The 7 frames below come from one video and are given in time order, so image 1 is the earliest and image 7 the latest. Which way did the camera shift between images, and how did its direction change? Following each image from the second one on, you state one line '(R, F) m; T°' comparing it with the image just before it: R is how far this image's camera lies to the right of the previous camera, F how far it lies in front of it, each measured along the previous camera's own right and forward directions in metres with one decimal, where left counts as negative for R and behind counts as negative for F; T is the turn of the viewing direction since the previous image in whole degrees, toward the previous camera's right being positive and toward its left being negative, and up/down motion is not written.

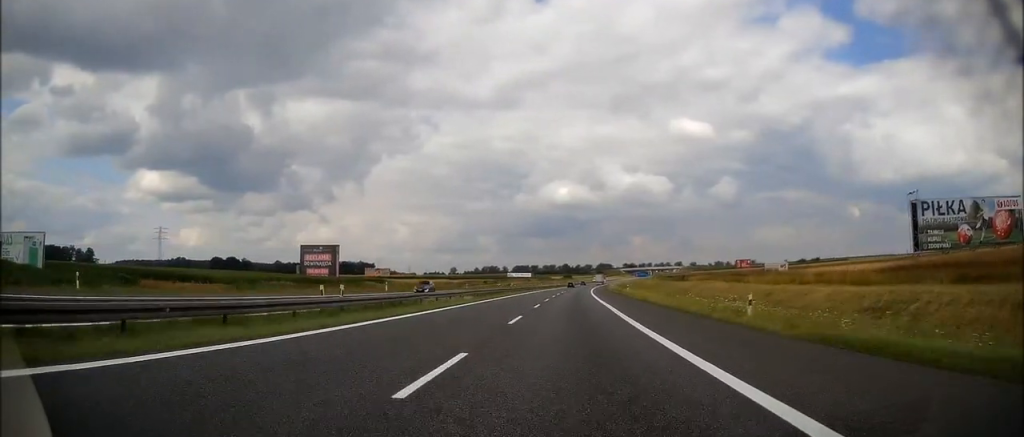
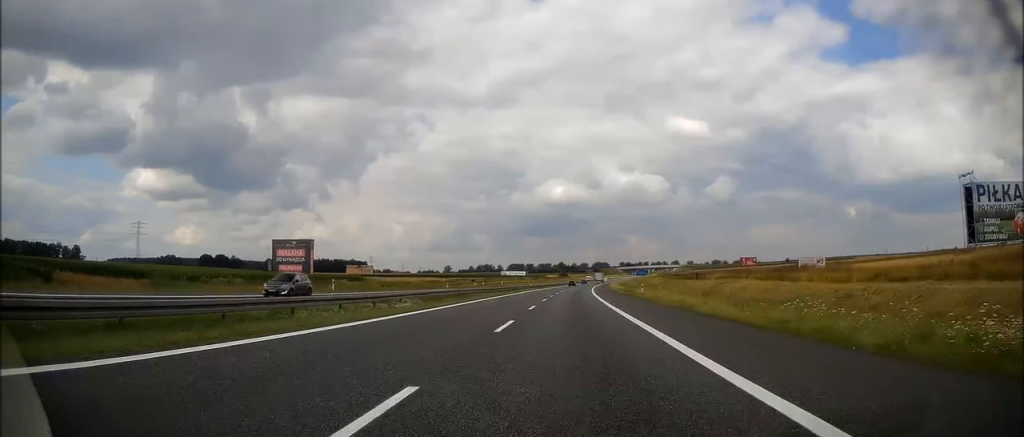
(+0.2, +16.2) m; 0°
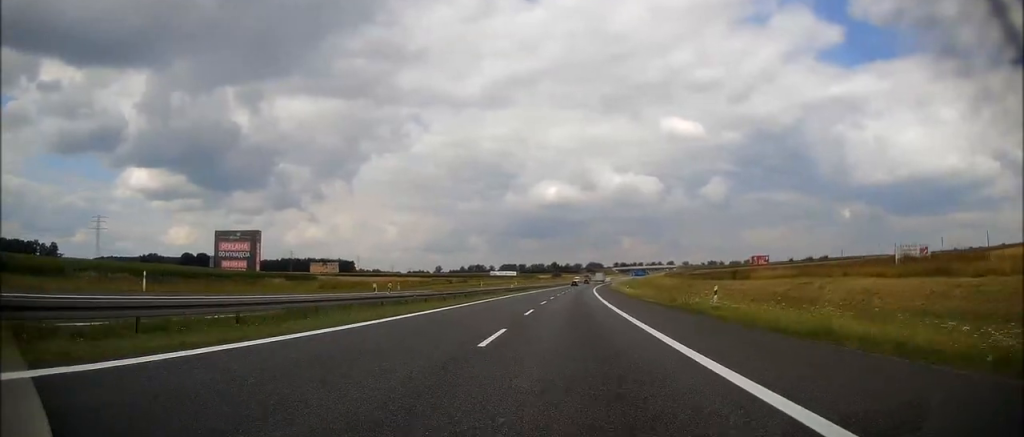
(+0.1, +27.3) m; +1°
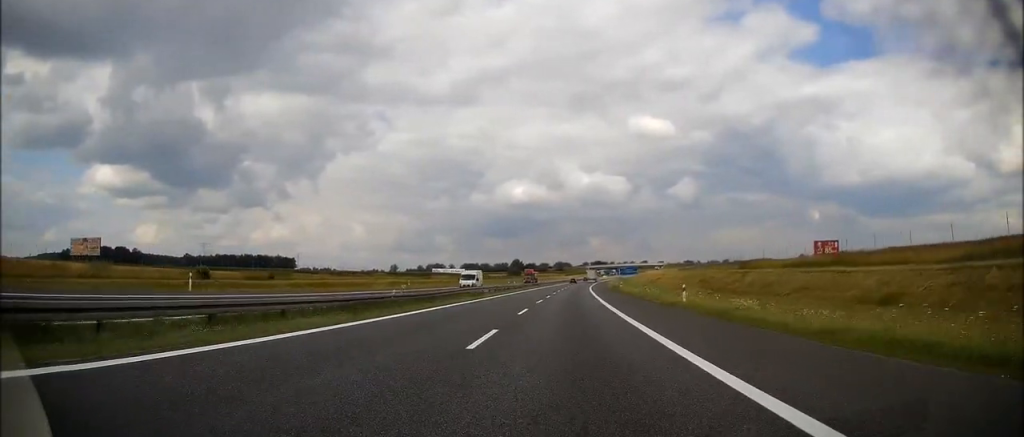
(+2.2, +96.7) m; +3°
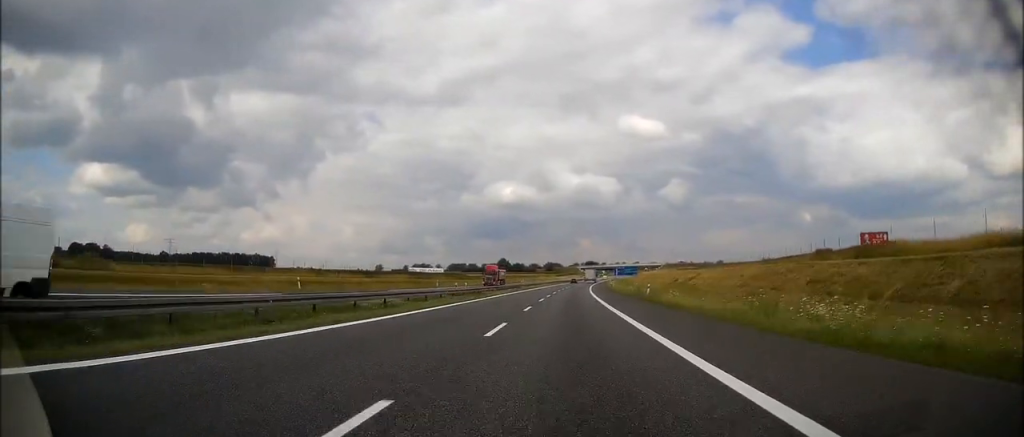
(+0.5, +33.5) m; +1°
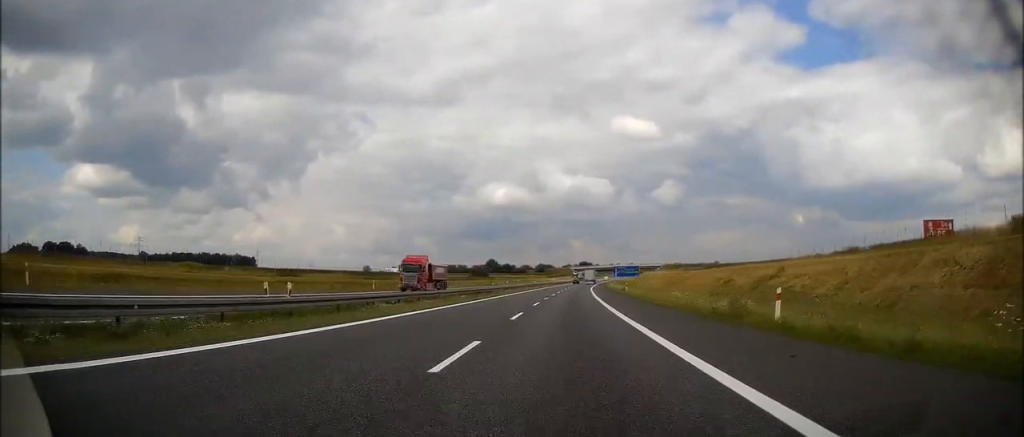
(+0.3, +29.8) m; +1°
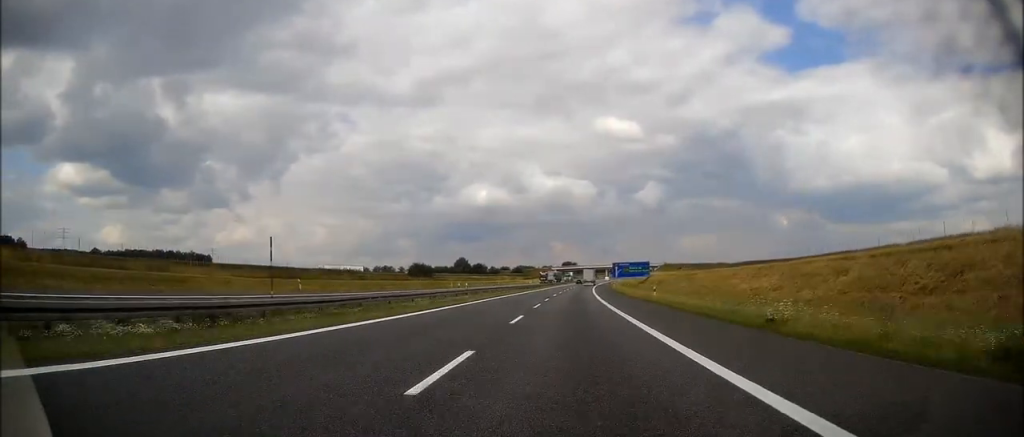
(+0.5, +61.9) m; +1°
